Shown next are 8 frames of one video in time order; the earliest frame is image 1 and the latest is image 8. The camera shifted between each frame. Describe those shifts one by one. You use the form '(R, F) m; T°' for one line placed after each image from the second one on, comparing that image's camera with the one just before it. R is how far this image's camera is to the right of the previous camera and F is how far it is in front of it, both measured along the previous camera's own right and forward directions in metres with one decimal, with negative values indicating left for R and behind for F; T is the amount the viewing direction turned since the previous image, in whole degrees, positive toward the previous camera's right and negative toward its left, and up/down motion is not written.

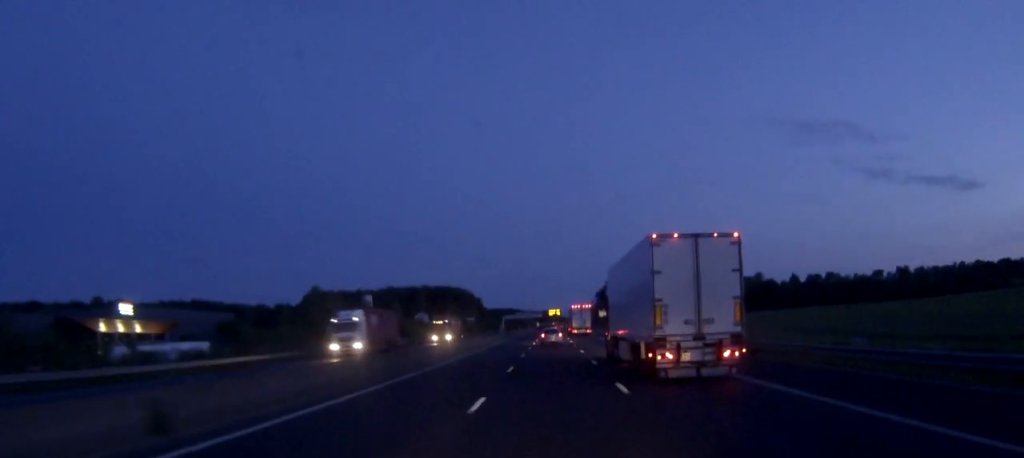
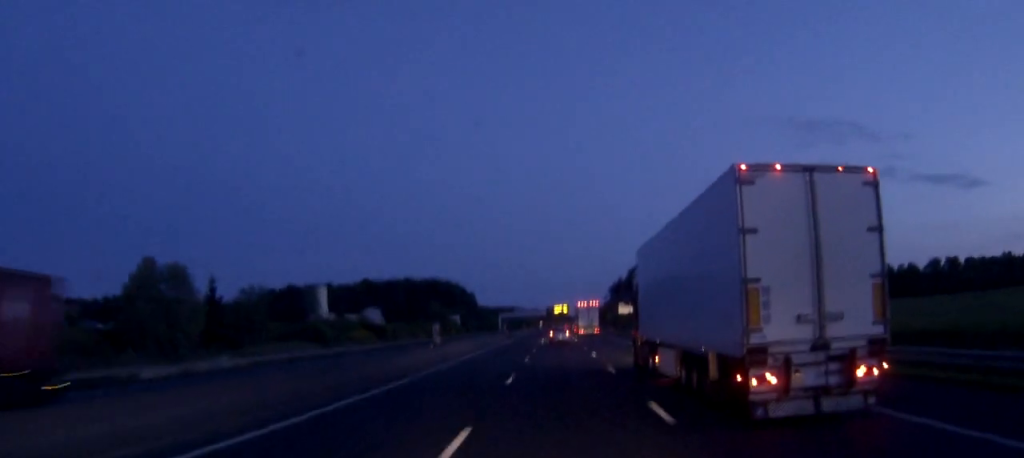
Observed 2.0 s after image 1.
(-0.2, +54.9) m; 0°
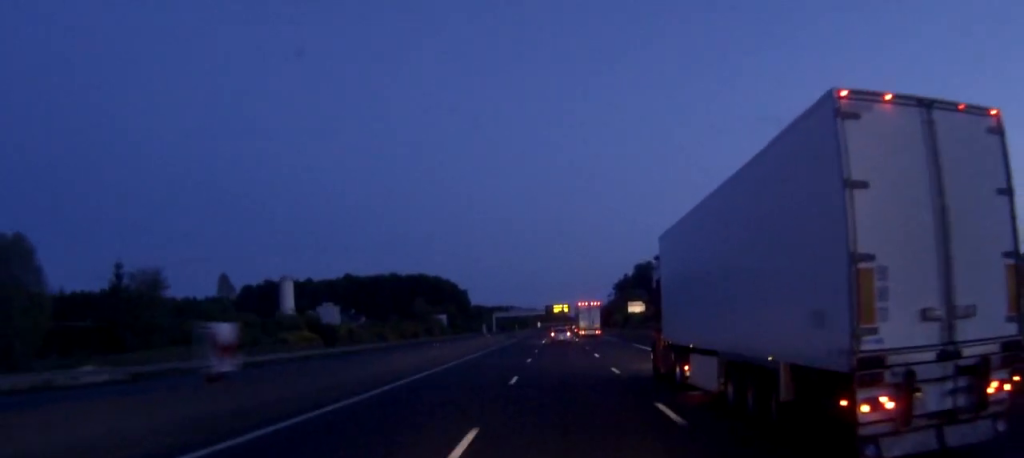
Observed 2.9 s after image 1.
(0.0, +24.6) m; 0°
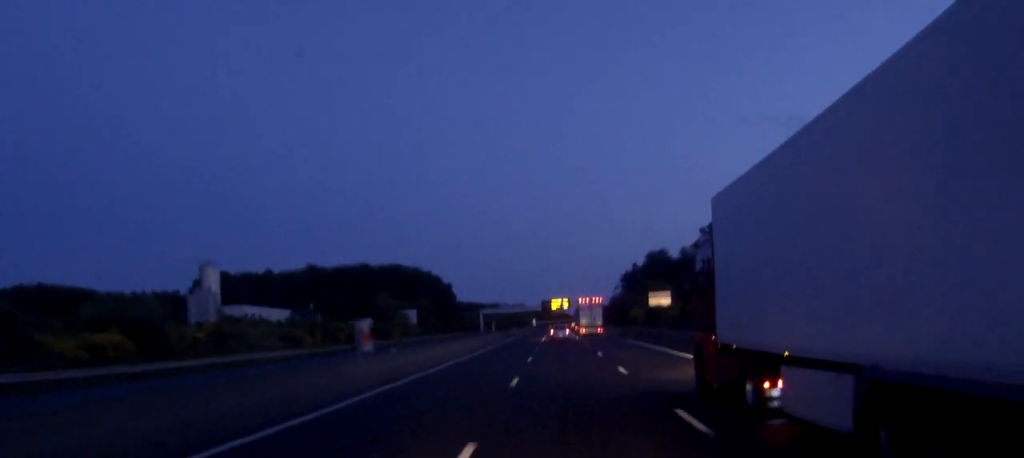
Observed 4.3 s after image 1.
(0.0, +36.8) m; 0°
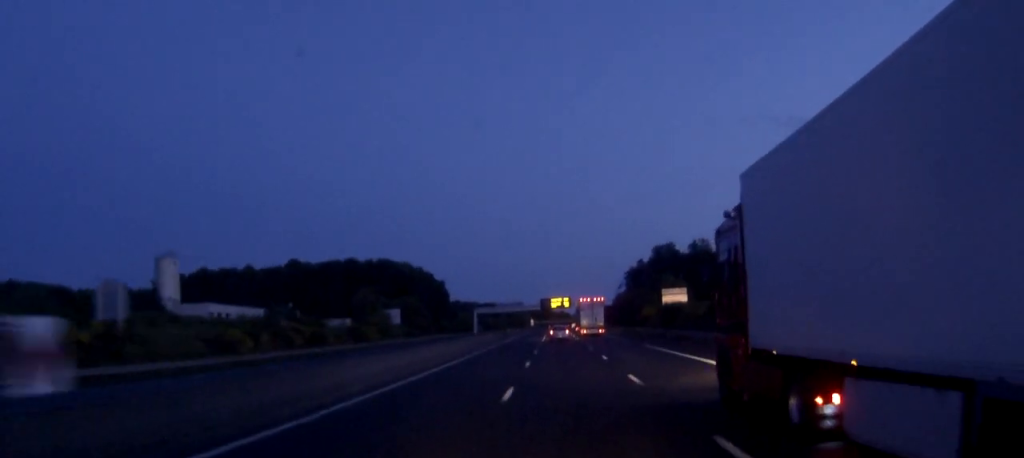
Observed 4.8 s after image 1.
(0.0, +13.6) m; 0°
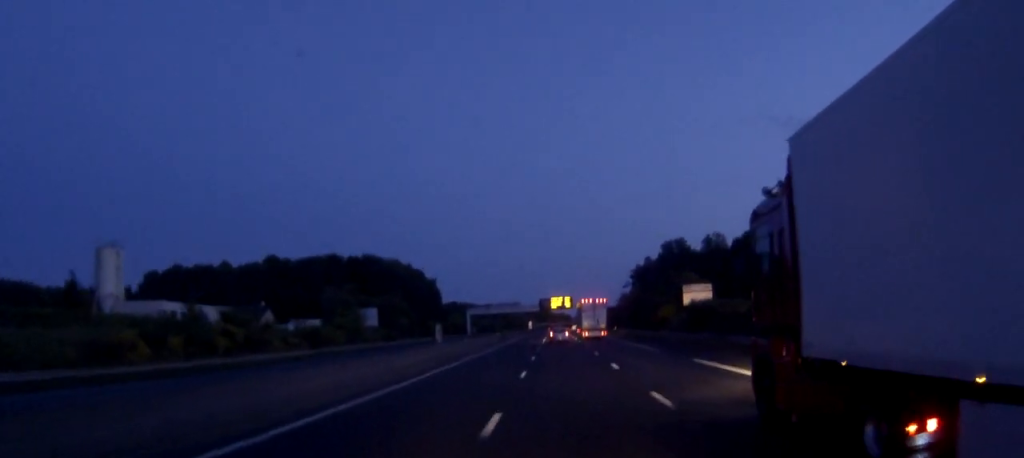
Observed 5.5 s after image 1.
(0.0, +14.8) m; 0°
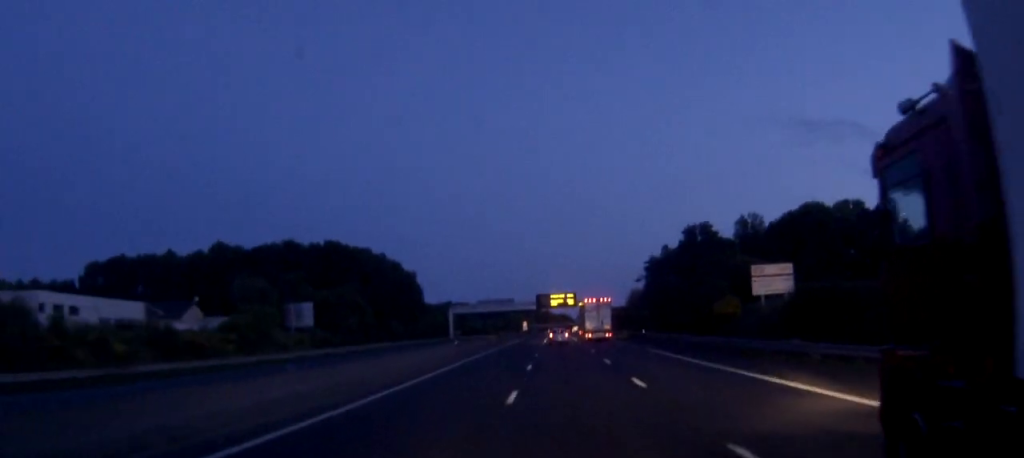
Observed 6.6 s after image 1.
(0.0, +27.6) m; 0°
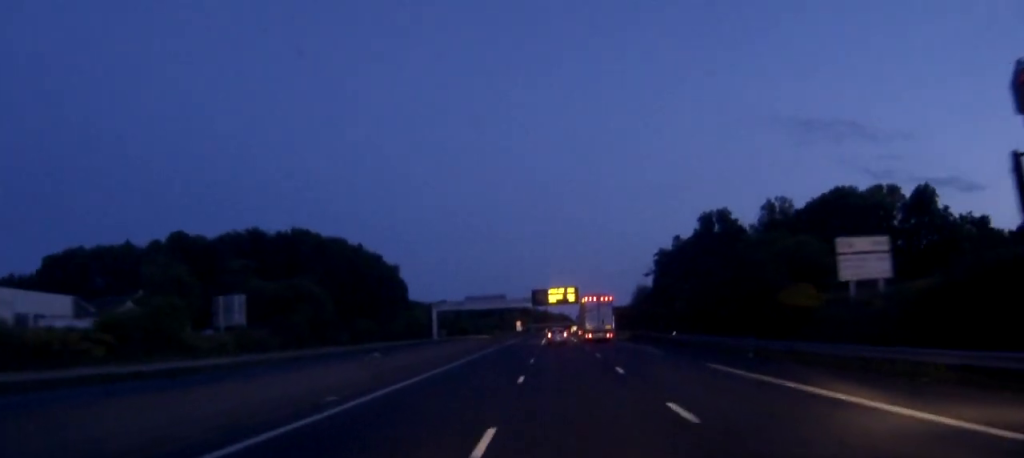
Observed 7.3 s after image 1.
(0.0, +17.8) m; 0°
